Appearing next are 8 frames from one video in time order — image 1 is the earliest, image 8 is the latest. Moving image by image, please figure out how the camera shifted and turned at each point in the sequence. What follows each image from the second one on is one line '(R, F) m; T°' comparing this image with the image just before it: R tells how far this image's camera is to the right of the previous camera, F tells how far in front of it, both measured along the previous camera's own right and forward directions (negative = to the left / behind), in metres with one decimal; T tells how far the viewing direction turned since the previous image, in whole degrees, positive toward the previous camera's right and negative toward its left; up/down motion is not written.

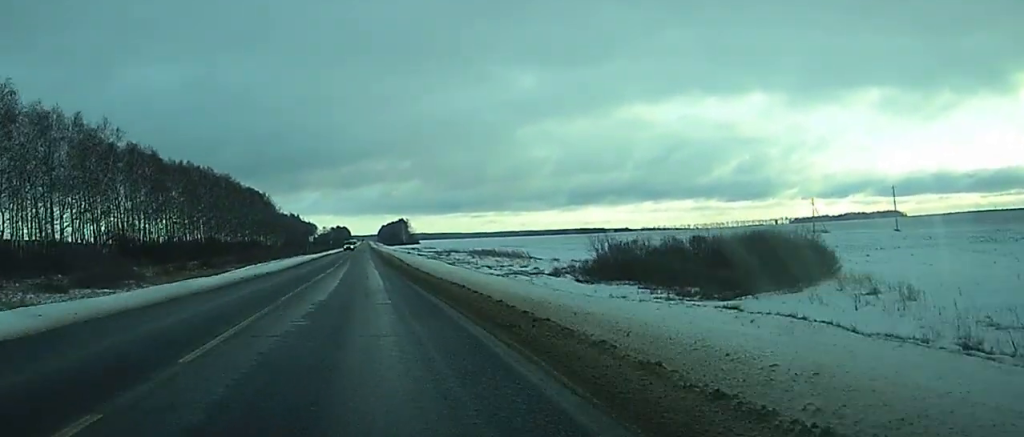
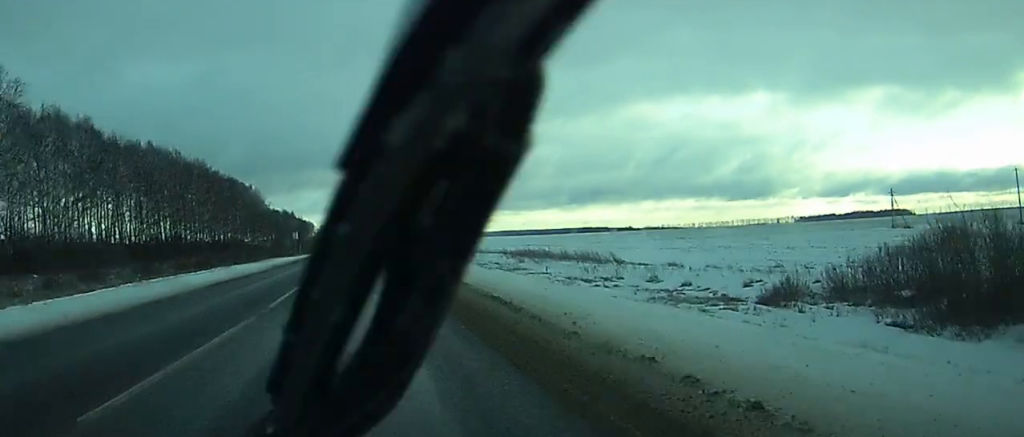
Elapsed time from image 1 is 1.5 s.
(-0.2, +38.7) m; +1°
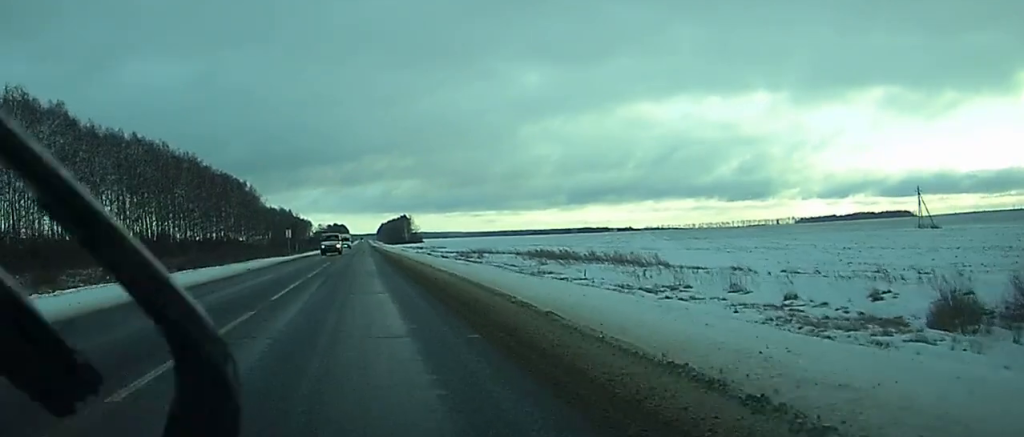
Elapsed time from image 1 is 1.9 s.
(-0.3, +11.2) m; +1°
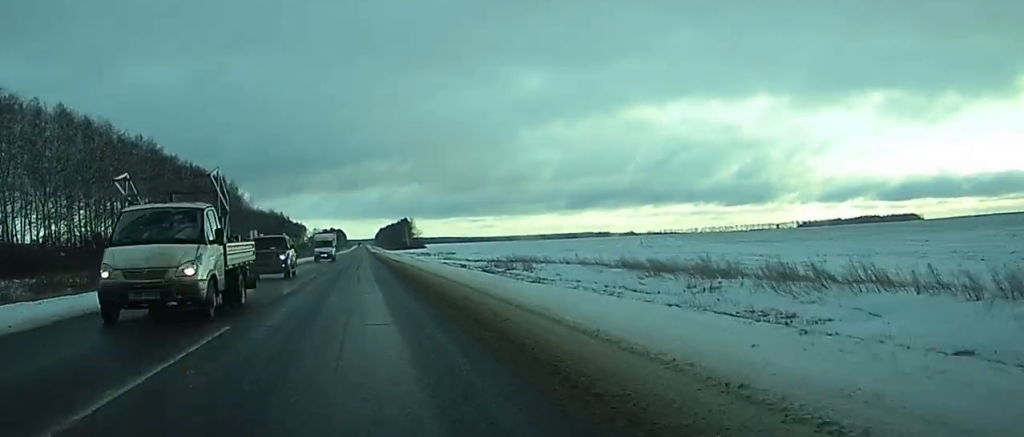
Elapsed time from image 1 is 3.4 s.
(+0.2, +37.9) m; -3°
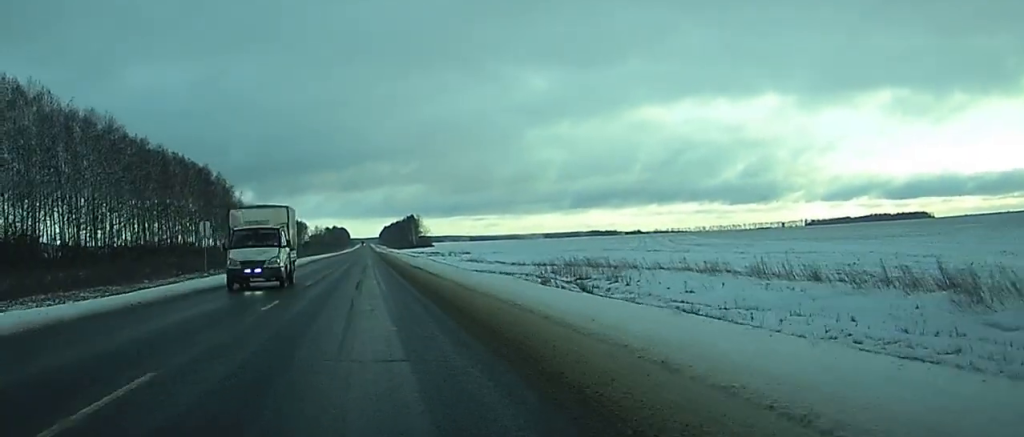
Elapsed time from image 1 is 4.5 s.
(-1.0, +29.2) m; -1°
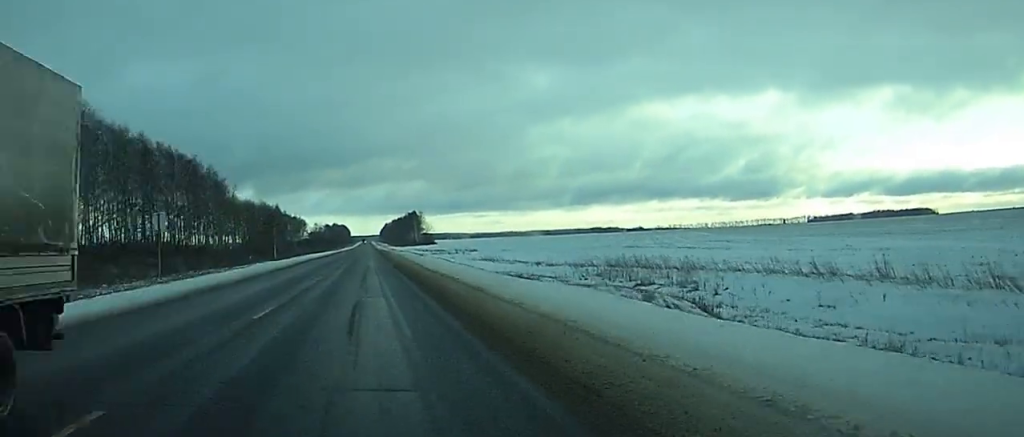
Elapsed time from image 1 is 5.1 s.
(0.0, +13.7) m; +1°
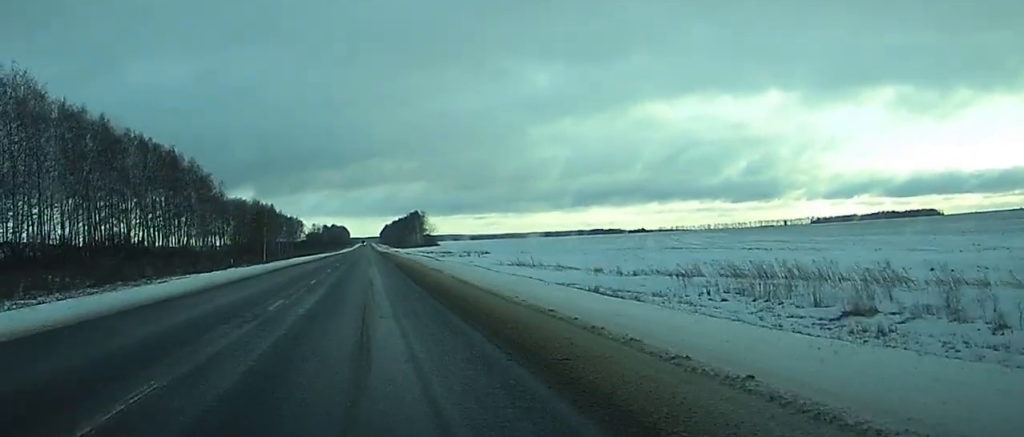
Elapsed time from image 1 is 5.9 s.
(+0.4, +22.3) m; +1°
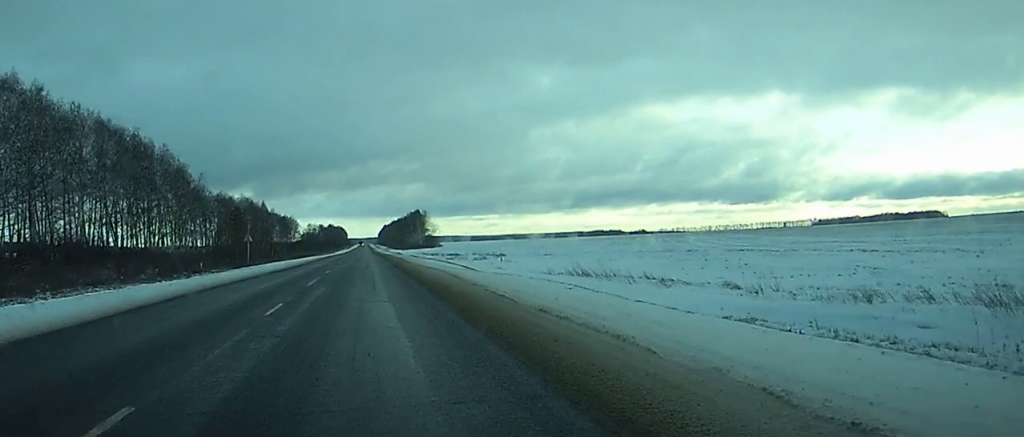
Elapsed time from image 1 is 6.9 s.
(-0.1, +24.9) m; 0°
